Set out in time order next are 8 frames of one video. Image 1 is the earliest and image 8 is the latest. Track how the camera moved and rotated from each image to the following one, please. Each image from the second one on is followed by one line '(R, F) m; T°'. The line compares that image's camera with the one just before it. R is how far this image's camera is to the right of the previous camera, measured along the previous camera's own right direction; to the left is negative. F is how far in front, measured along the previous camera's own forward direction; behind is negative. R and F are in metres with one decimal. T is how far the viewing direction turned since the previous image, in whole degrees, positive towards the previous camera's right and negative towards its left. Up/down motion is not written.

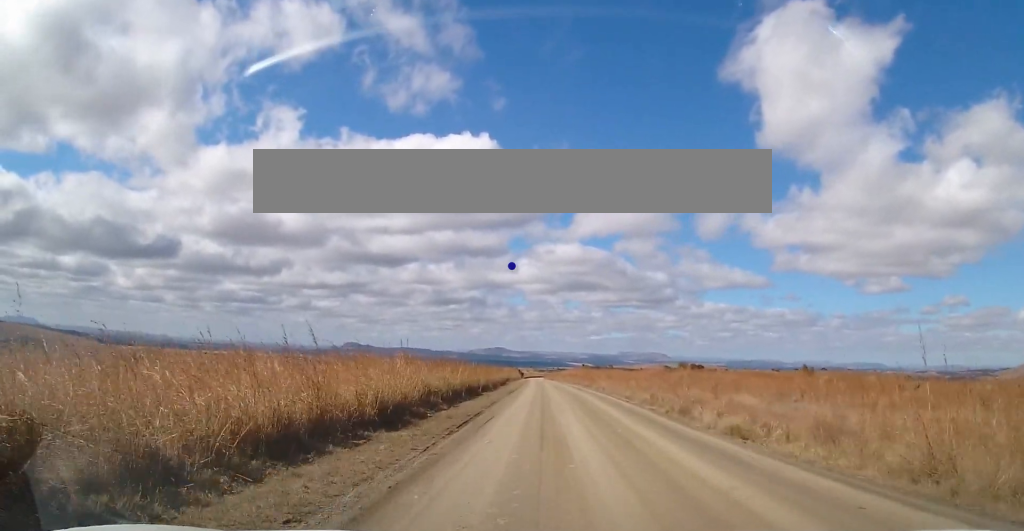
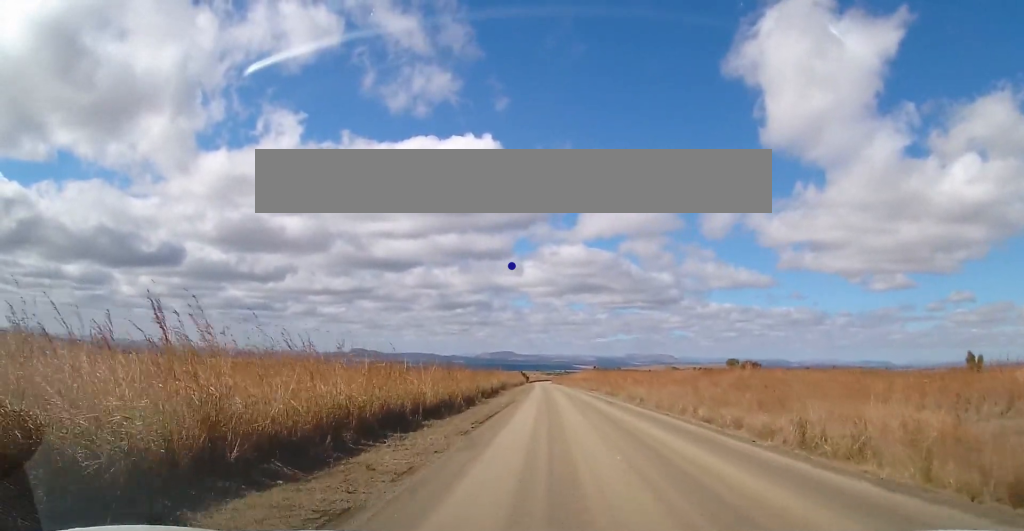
(-0.5, +19.9) m; -1°
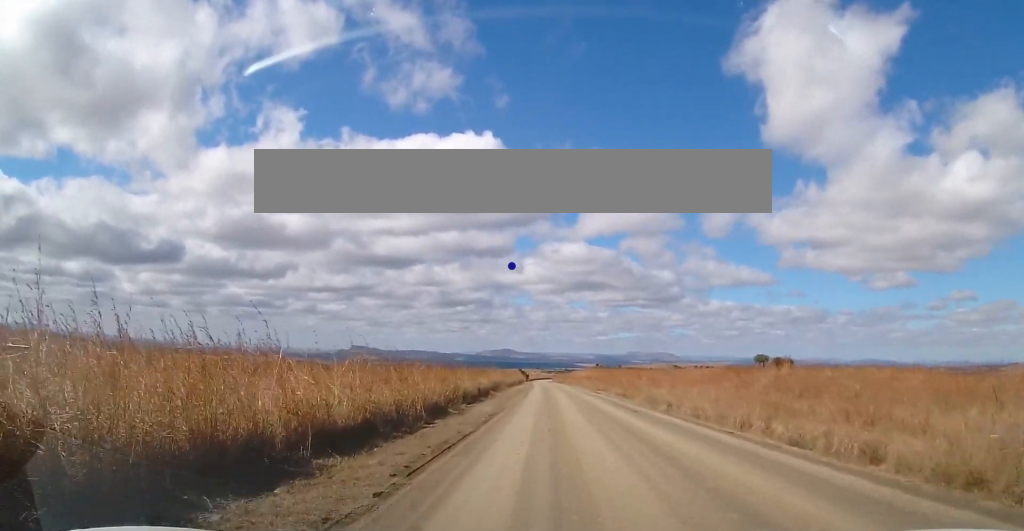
(0.0, +8.7) m; 0°
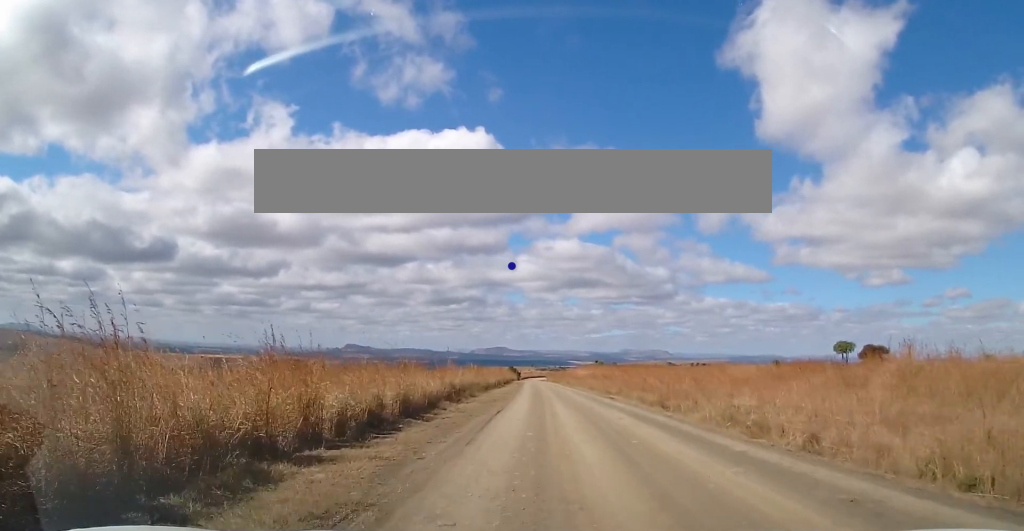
(-0.1, +17.4) m; 0°
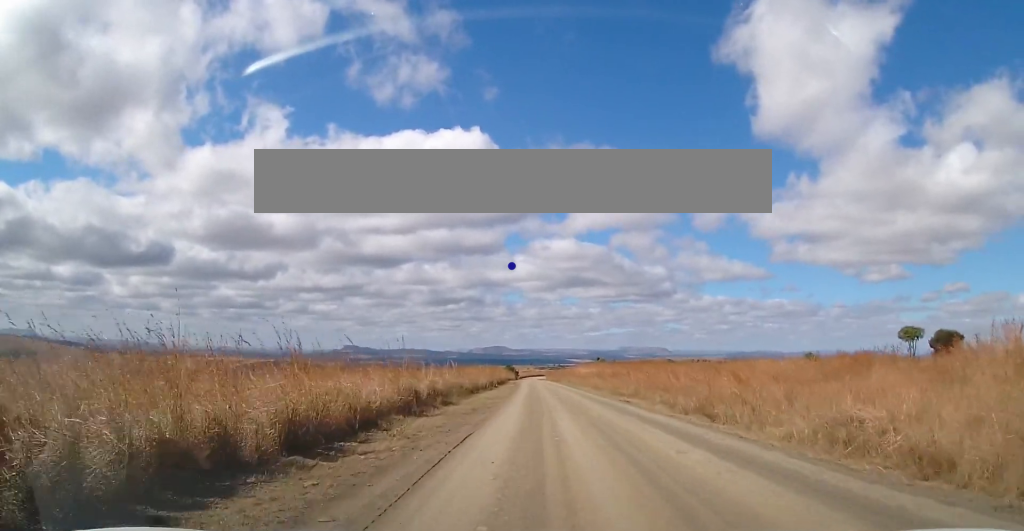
(0.0, +8.1) m; 0°
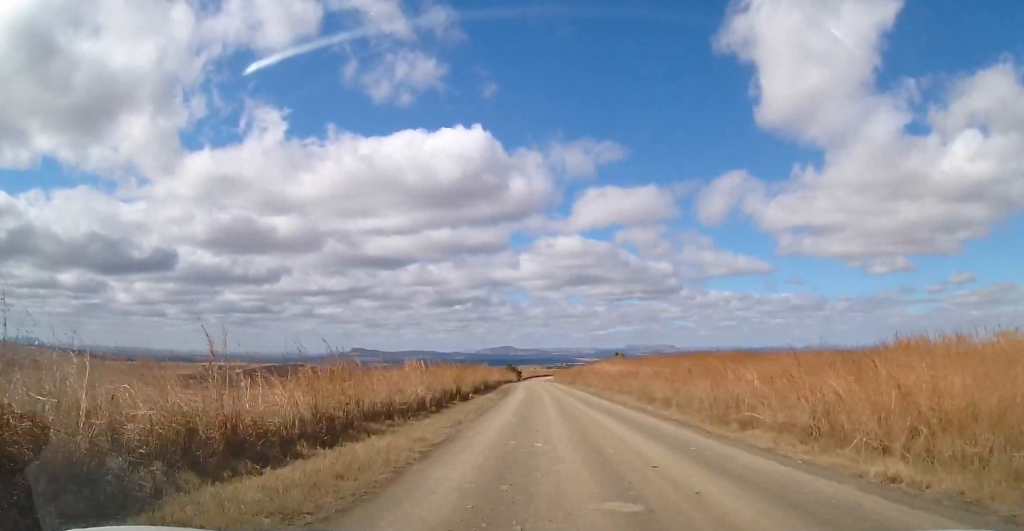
(0.0, +26.4) m; 0°
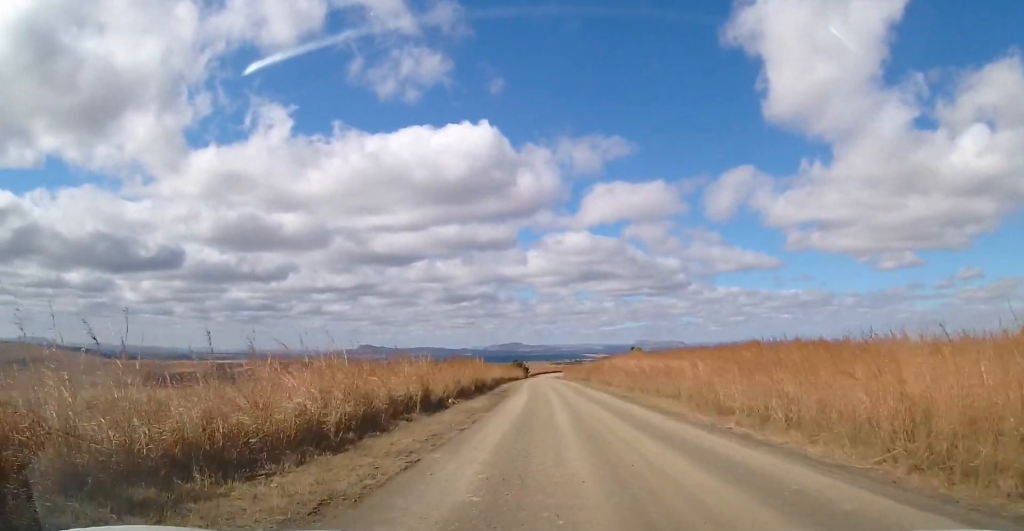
(0.0, +11.8) m; -1°
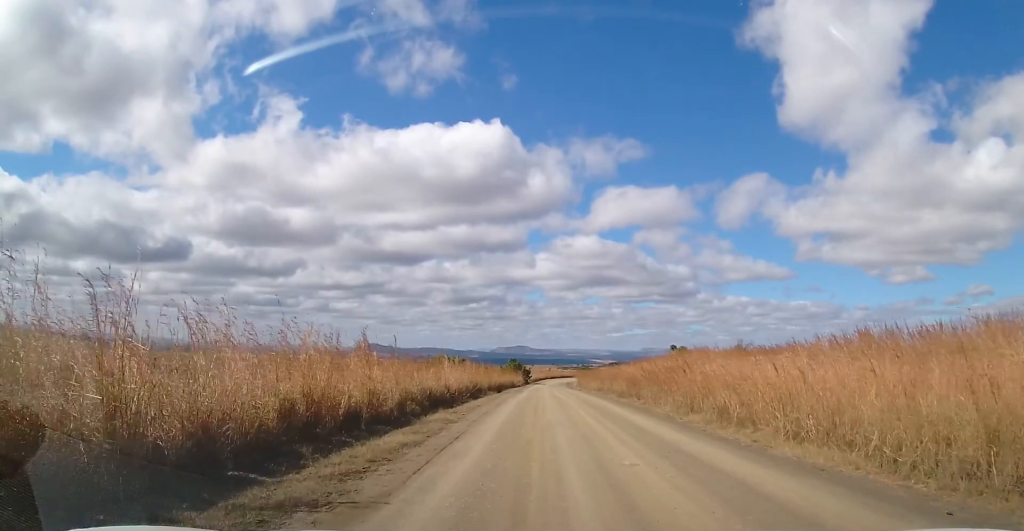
(-0.5, +32.3) m; -1°
